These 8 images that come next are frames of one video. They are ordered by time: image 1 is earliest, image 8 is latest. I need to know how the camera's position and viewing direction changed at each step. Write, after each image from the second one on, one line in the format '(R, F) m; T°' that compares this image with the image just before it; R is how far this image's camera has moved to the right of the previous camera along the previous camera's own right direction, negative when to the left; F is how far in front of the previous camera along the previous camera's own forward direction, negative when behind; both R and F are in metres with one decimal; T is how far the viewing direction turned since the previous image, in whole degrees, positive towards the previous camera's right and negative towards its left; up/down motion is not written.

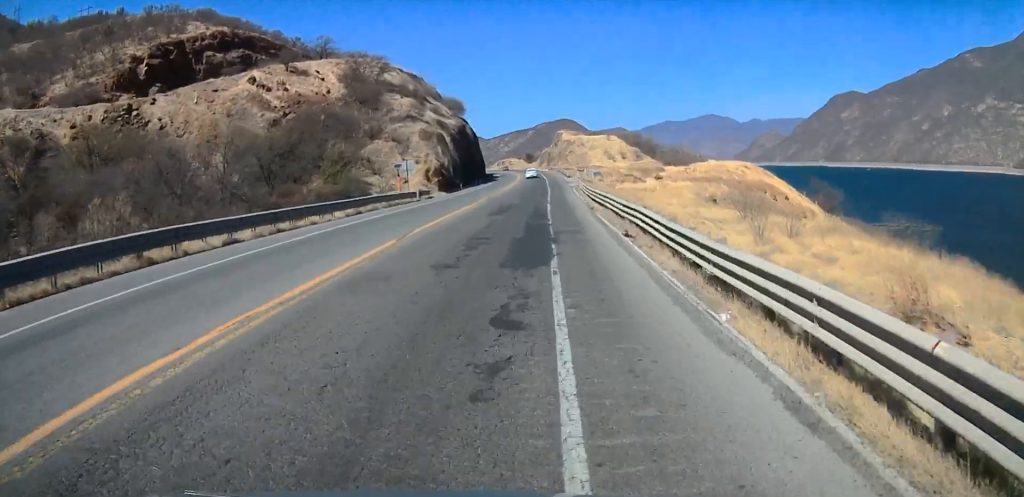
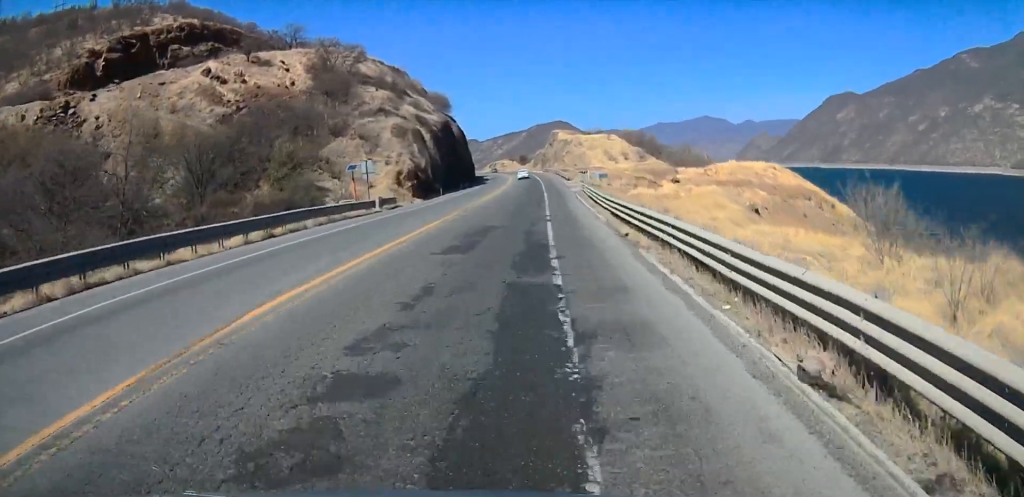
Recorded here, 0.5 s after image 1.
(0.0, +12.4) m; +1°
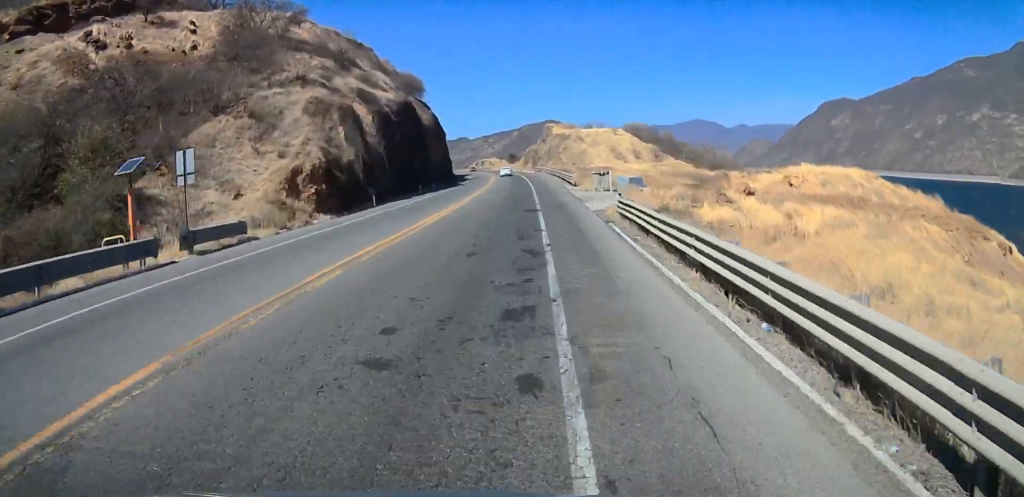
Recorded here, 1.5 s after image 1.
(+0.1, +24.0) m; +2°
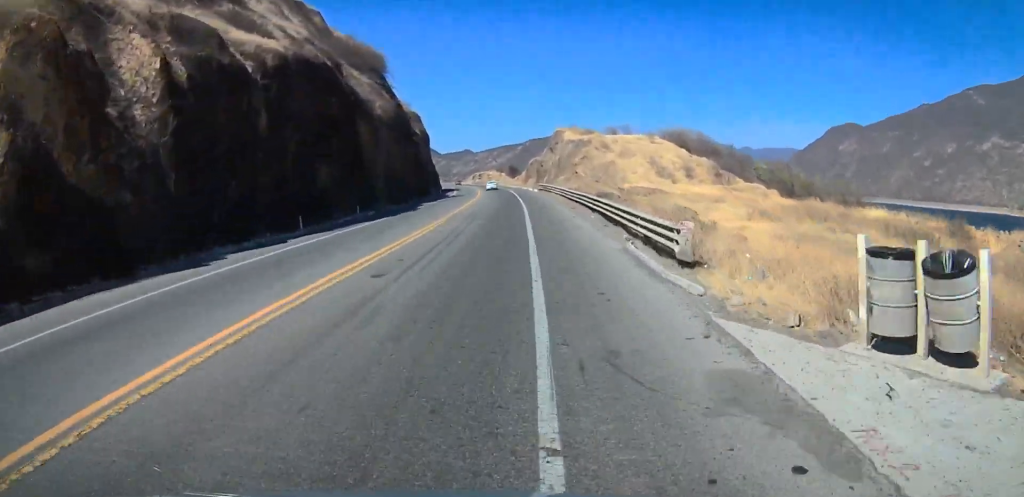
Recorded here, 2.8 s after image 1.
(+1.1, +33.2) m; 0°
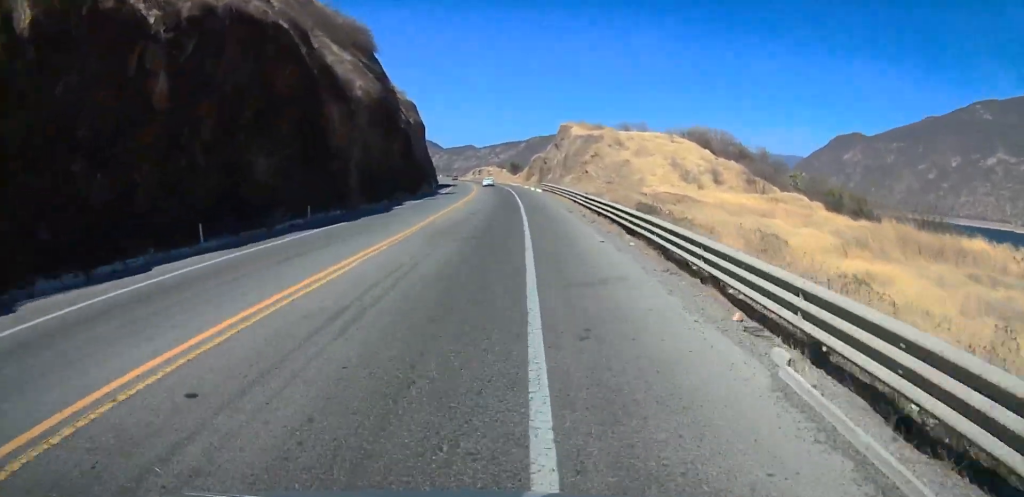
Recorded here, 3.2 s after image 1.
(+0.4, +10.0) m; -2°
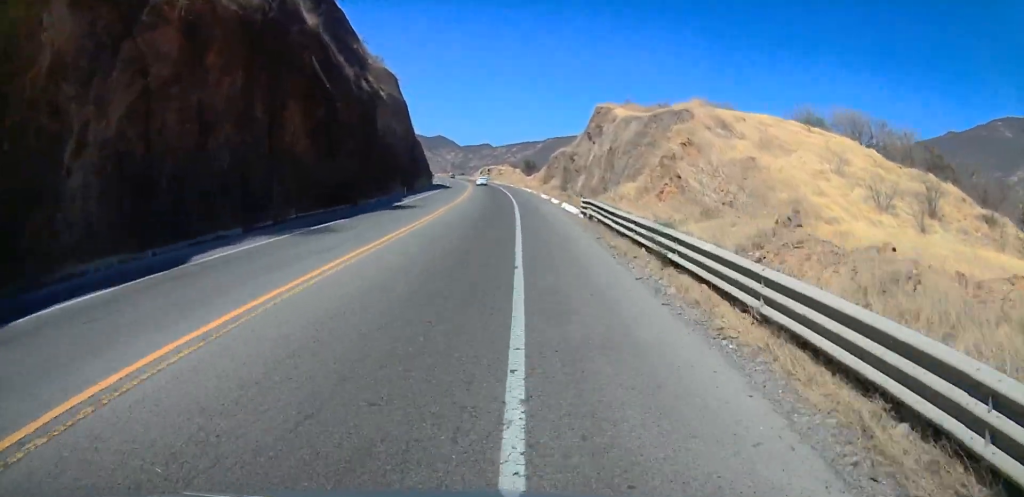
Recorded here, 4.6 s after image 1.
(-1.5, +34.1) m; 0°
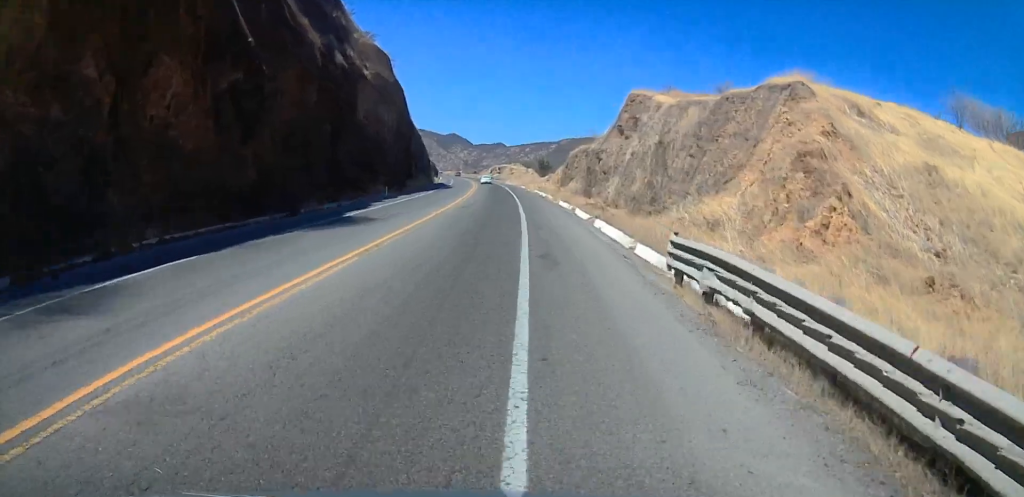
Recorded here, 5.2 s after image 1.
(+1.0, +14.9) m; +1°
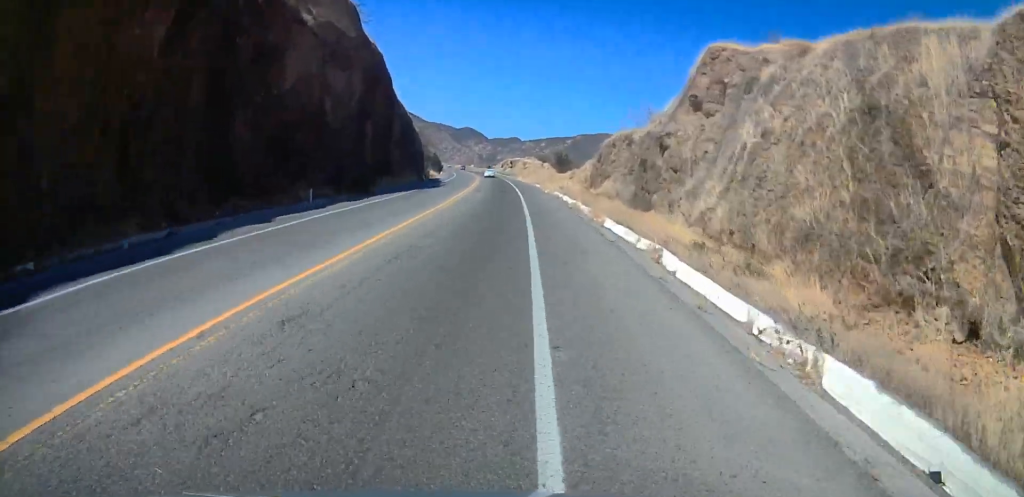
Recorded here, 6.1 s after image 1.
(-0.8, +22.1) m; -3°
